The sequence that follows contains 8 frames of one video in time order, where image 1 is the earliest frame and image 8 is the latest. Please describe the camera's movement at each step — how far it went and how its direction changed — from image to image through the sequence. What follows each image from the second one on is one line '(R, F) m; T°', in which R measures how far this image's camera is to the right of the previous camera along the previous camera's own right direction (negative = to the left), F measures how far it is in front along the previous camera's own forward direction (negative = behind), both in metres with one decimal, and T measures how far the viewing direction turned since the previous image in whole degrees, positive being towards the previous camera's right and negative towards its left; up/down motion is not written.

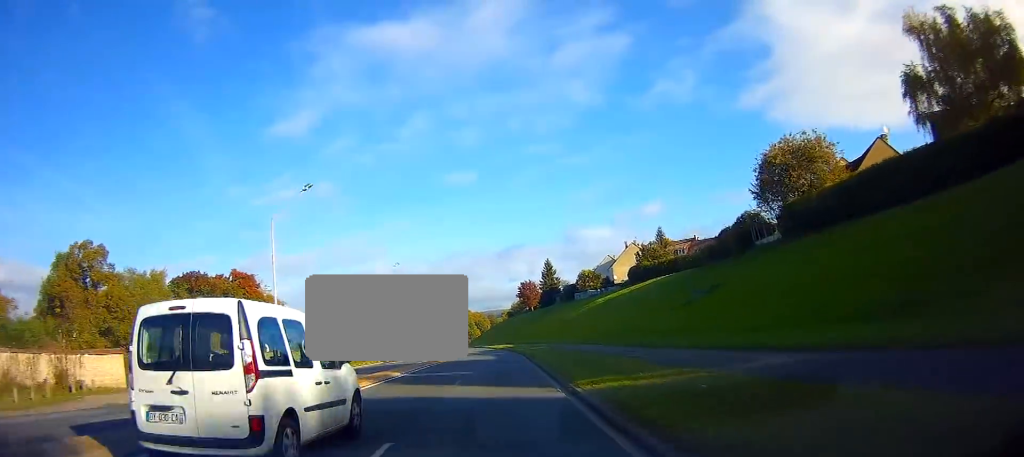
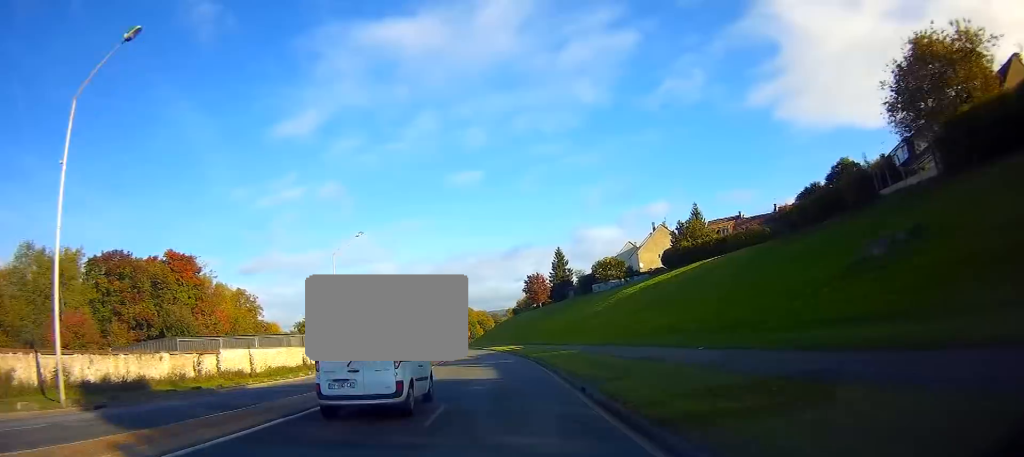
(-0.1, +21.1) m; 0°
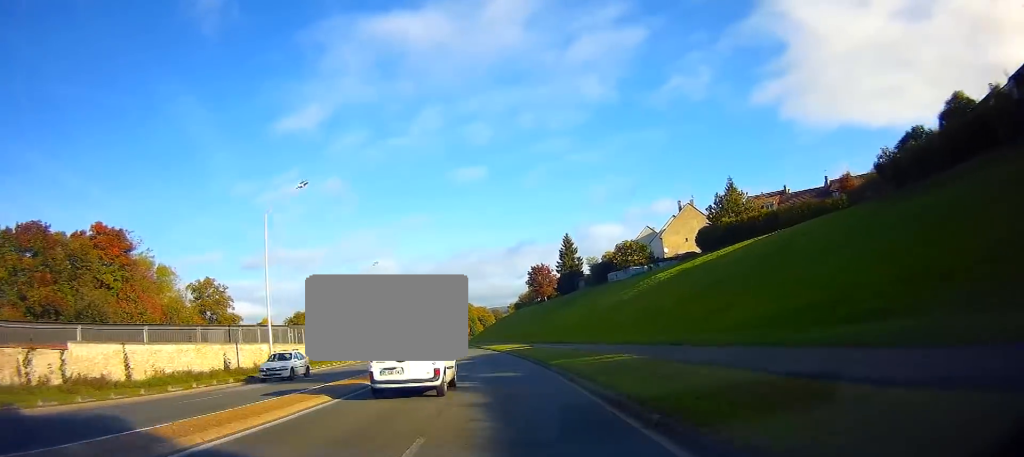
(0.0, +15.9) m; 0°
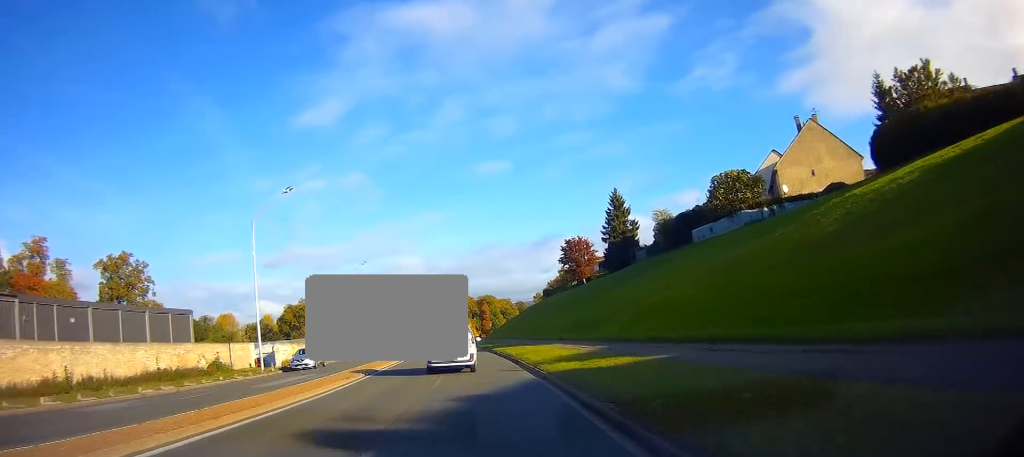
(-0.7, +36.3) m; -3°
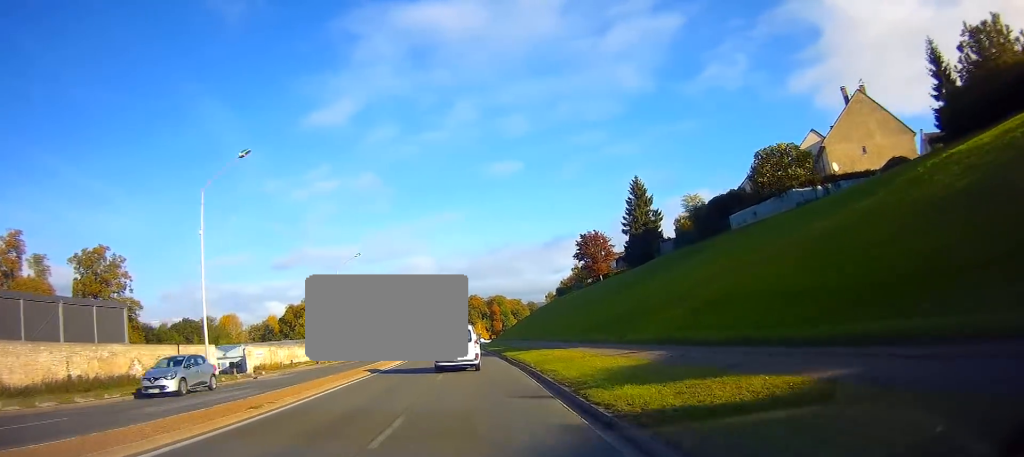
(0.0, +8.0) m; -1°
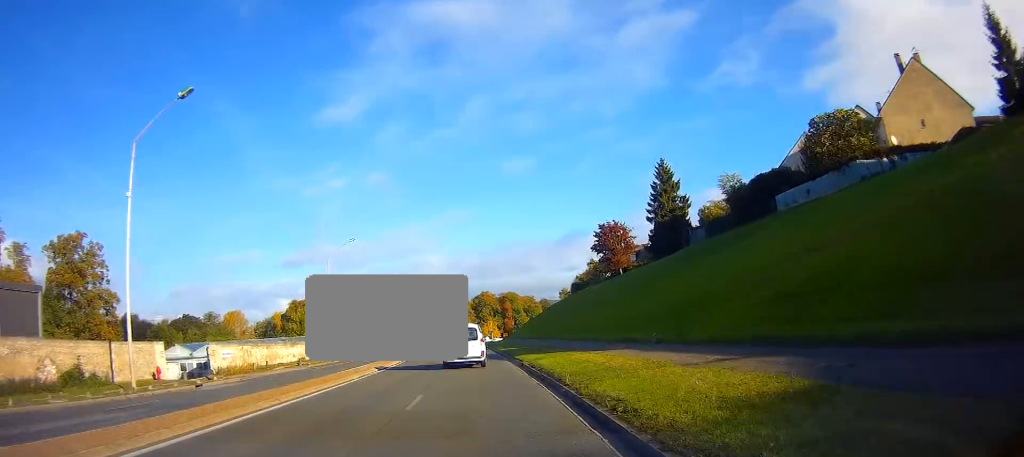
(-0.1, +7.9) m; -1°
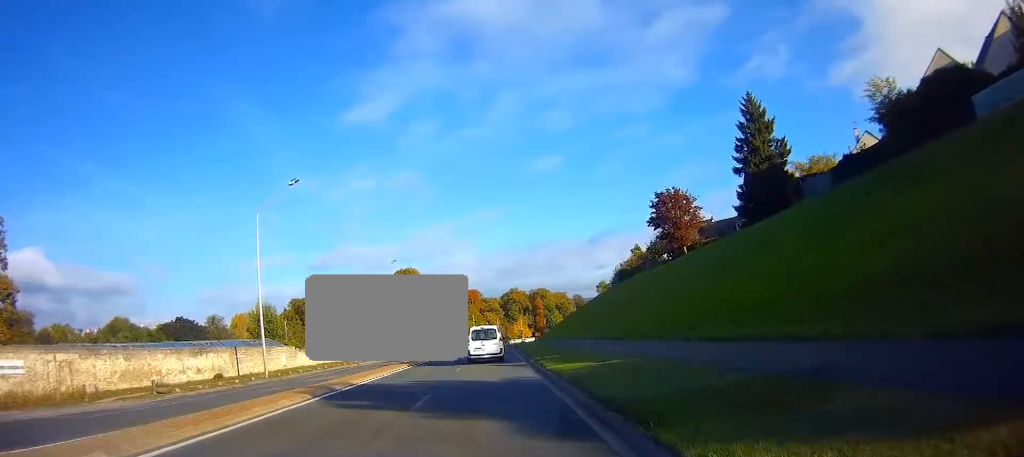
(-0.6, +23.6) m; -2°
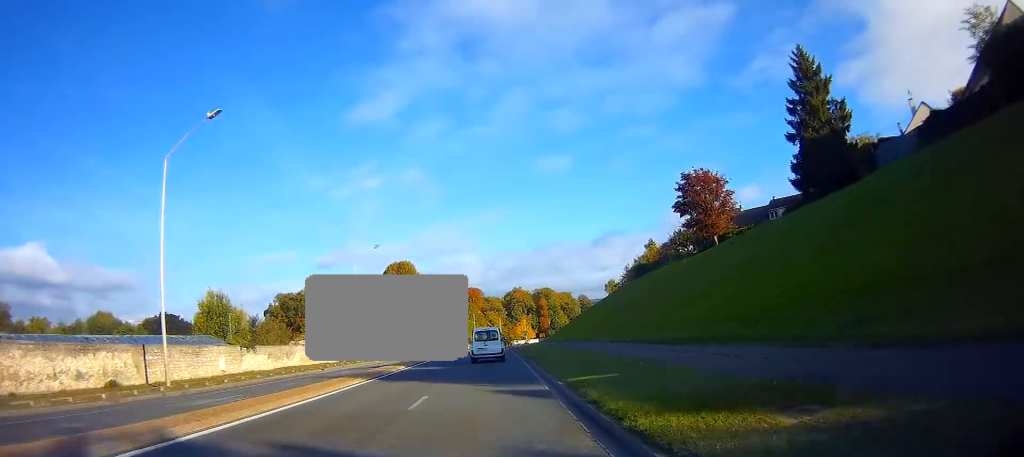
(0.0, +11.7) m; 0°
